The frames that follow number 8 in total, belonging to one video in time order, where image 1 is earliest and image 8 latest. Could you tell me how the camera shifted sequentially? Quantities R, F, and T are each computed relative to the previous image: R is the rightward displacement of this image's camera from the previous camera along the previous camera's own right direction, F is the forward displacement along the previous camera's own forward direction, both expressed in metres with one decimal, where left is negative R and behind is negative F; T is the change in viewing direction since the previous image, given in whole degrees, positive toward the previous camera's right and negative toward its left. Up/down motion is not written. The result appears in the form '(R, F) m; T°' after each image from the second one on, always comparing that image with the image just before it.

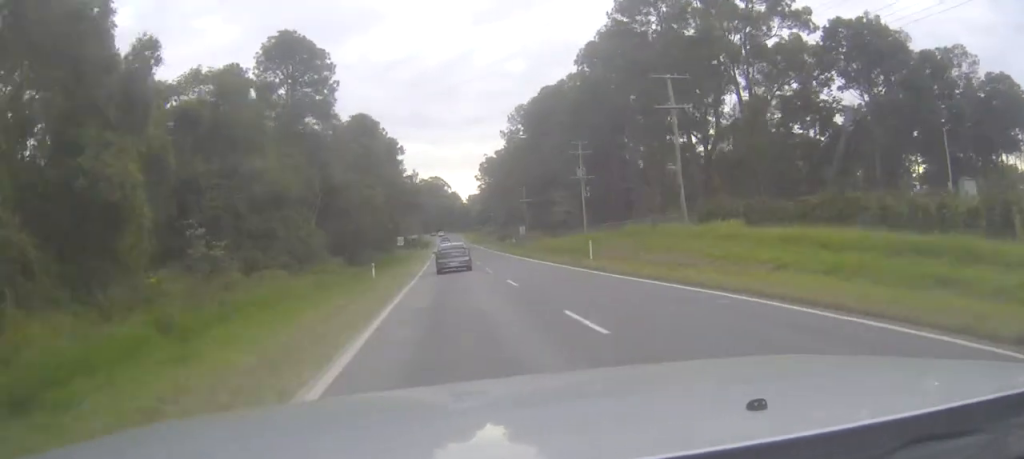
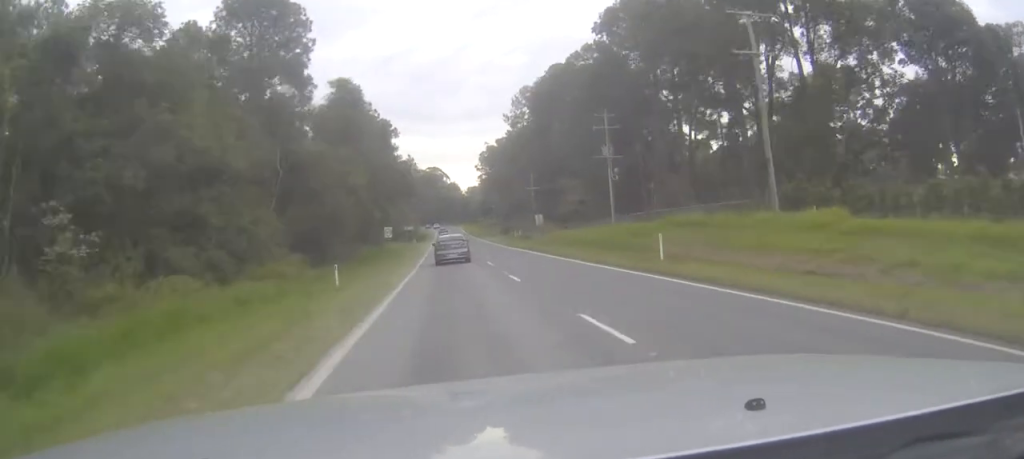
(0.0, +13.8) m; 0°
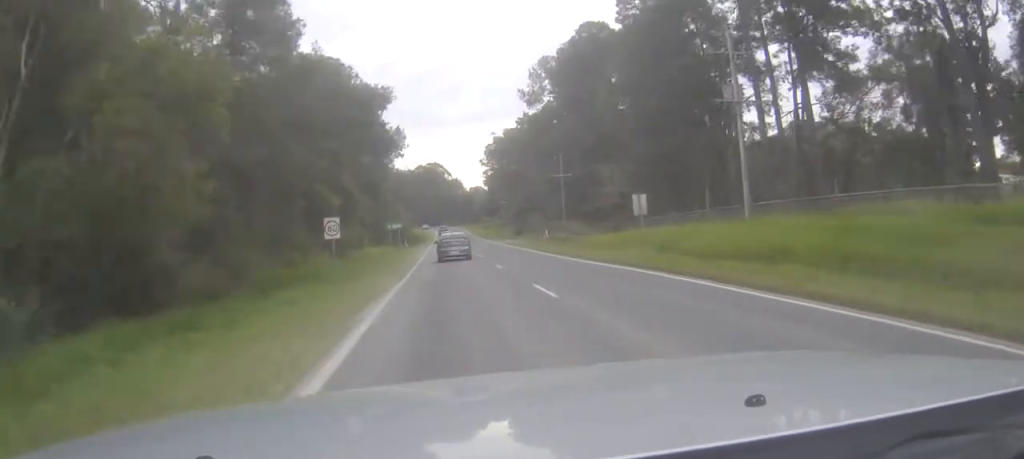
(+0.1, +29.9) m; 0°
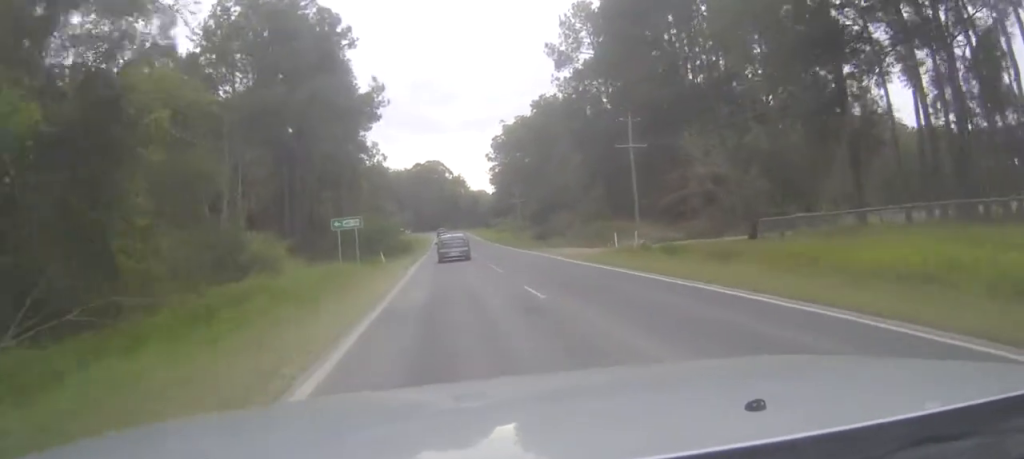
(-0.1, +35.2) m; 0°
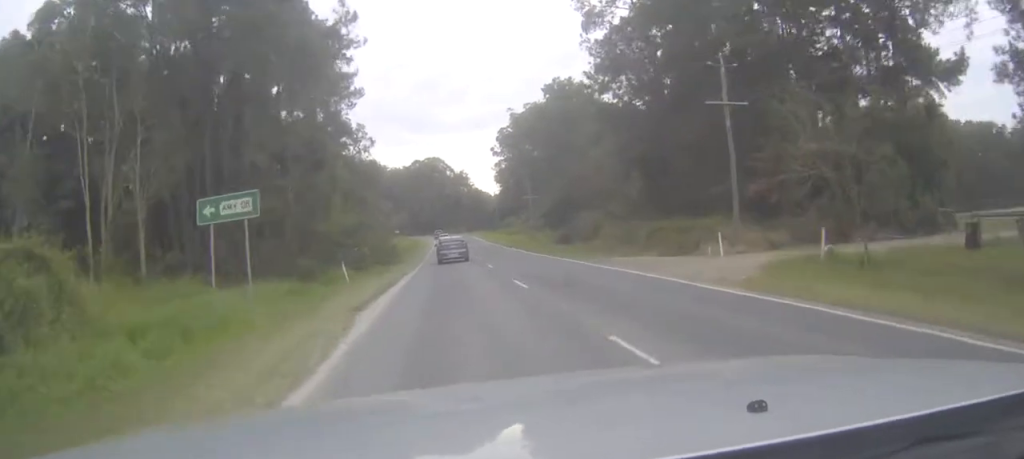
(-0.1, +20.5) m; -1°
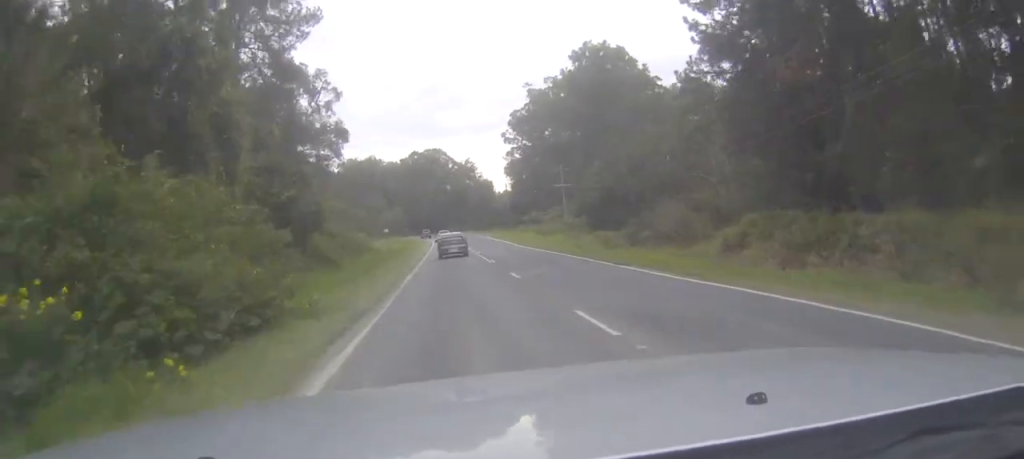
(-1.0, +32.4) m; -2°
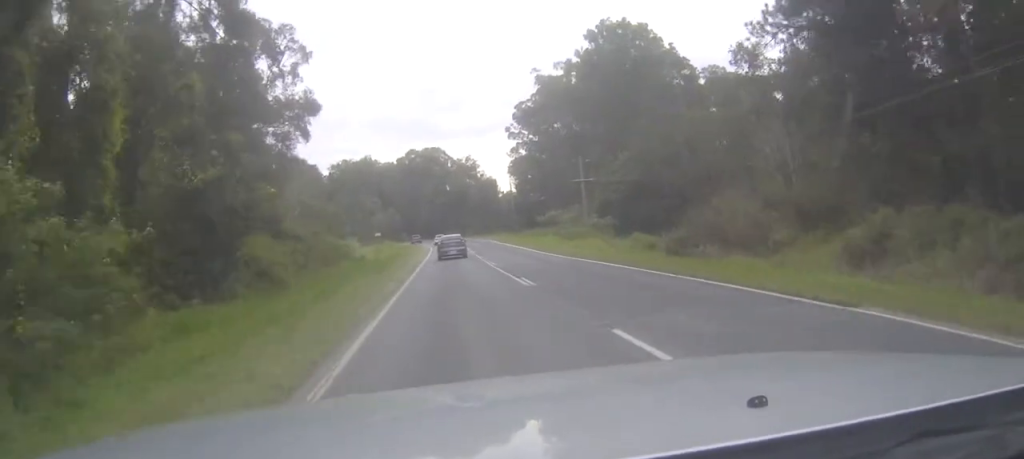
(+0.3, +14.2) m; +1°
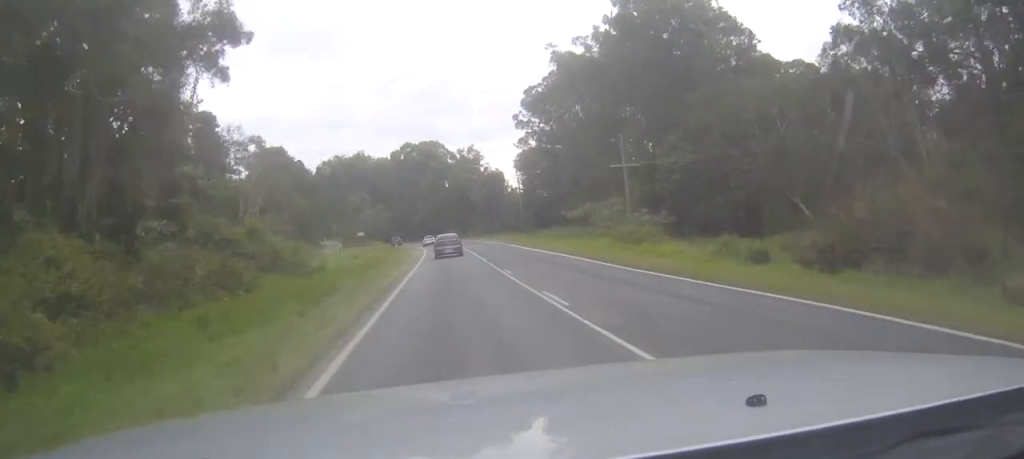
(+0.4, +19.3) m; +2°
